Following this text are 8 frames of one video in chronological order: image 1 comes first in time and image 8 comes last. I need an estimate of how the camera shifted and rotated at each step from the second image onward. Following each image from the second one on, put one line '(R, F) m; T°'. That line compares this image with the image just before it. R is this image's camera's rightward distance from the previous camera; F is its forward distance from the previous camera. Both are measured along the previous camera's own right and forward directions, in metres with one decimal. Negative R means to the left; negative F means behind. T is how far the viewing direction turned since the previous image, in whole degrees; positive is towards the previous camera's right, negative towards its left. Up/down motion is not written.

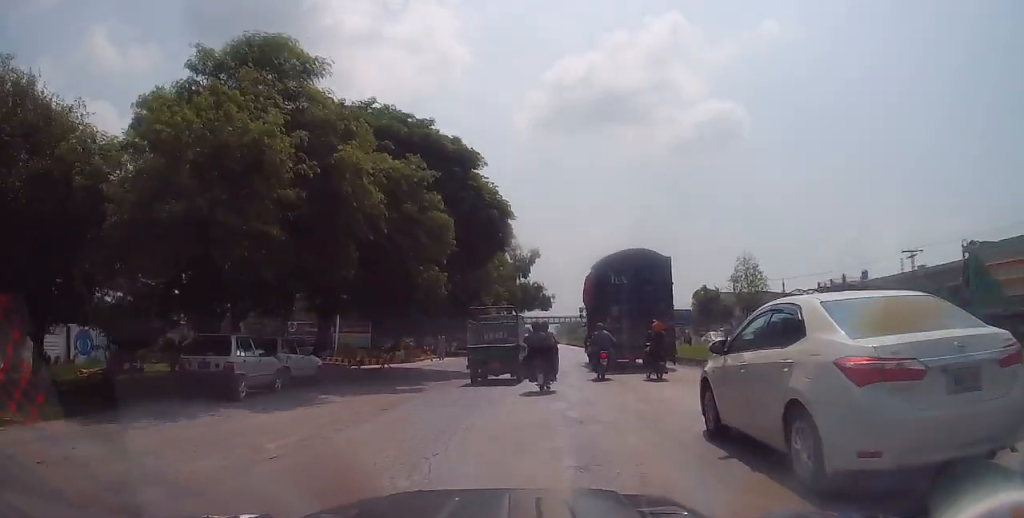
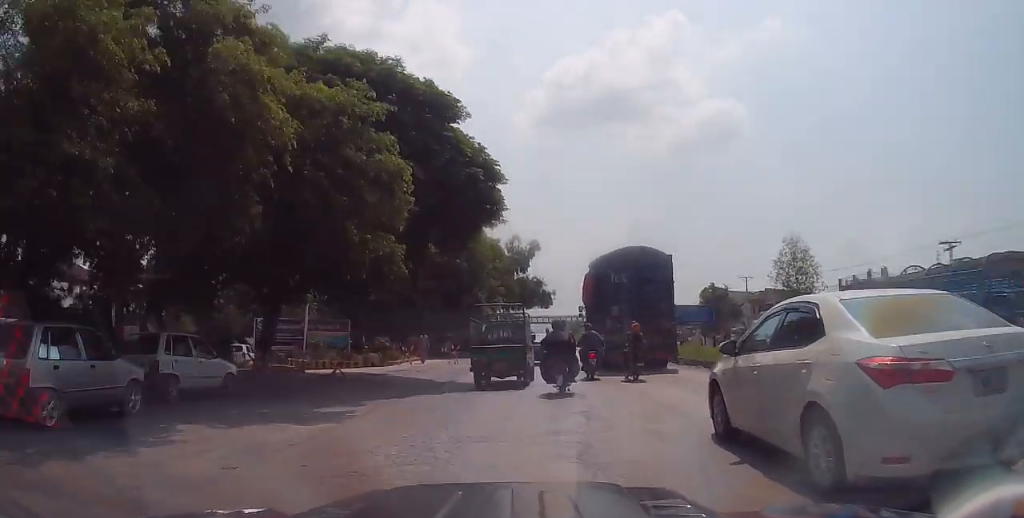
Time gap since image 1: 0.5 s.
(-0.3, +5.9) m; 0°
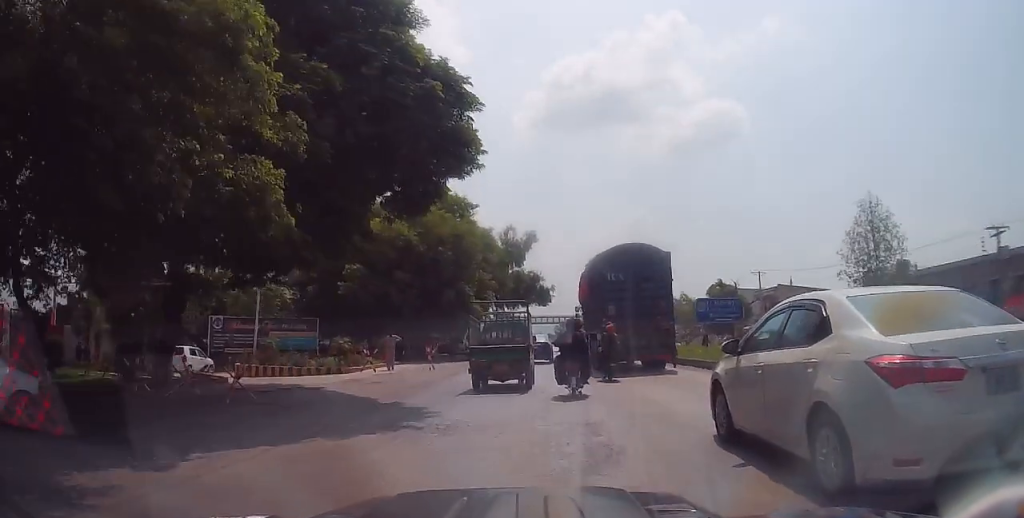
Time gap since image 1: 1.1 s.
(+0.2, +6.4) m; +1°
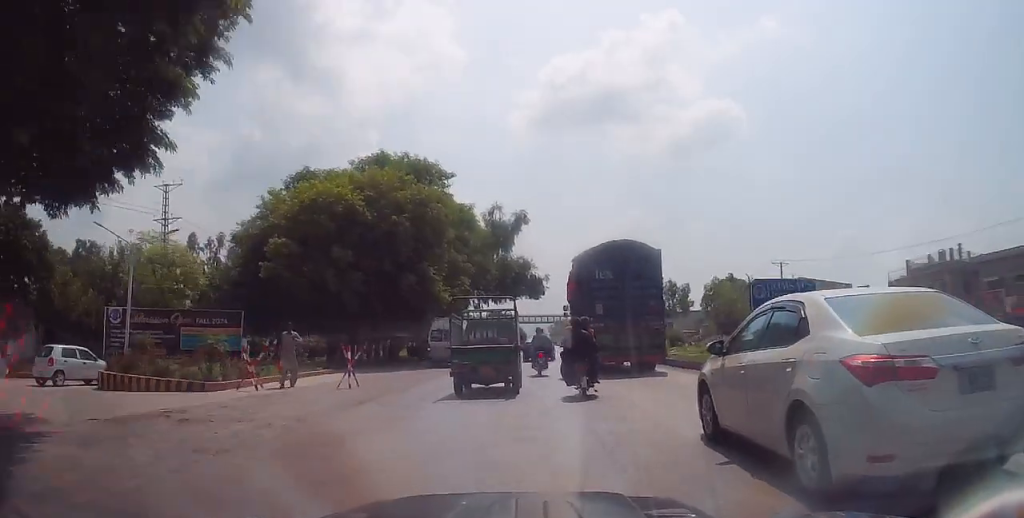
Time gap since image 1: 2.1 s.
(+0.2, +10.0) m; +1°
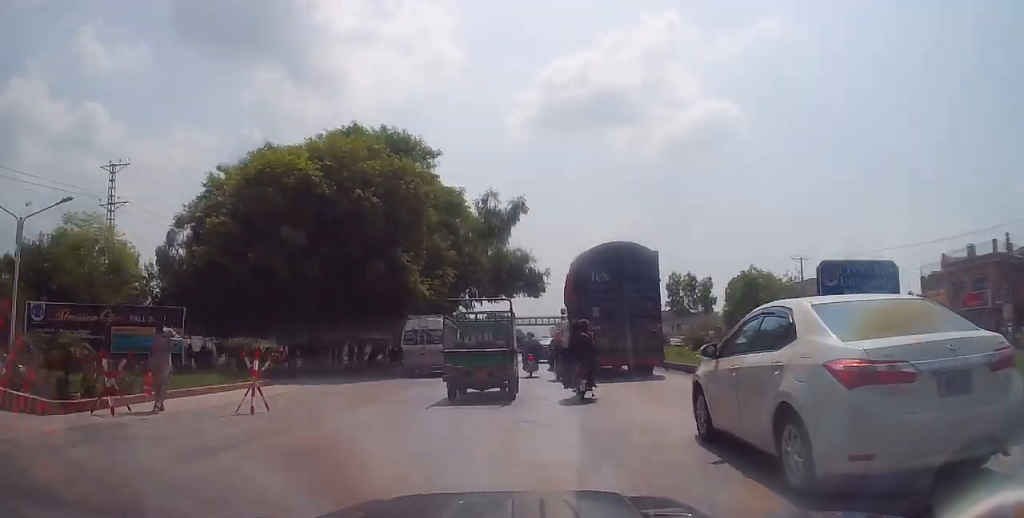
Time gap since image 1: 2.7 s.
(-0.1, +5.8) m; -1°
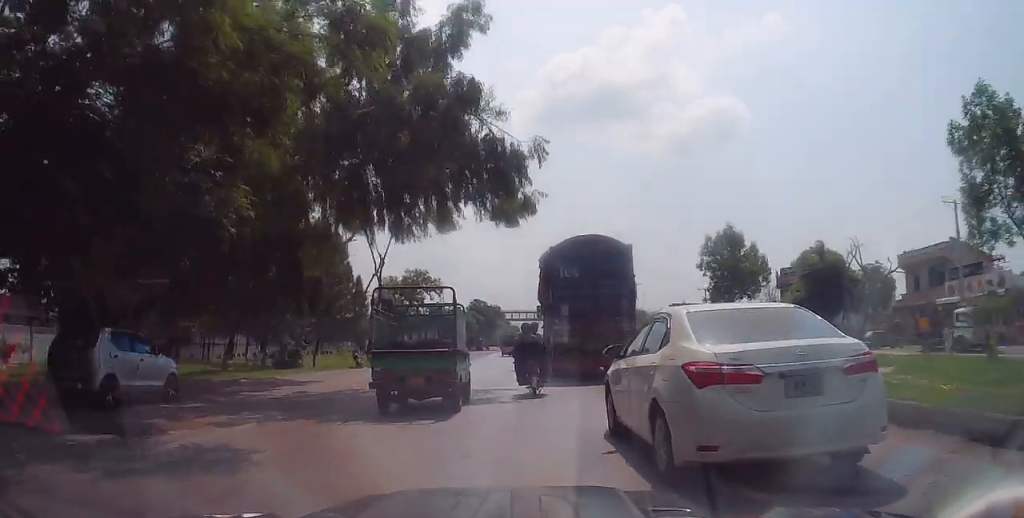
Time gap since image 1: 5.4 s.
(+0.1, +28.3) m; -2°
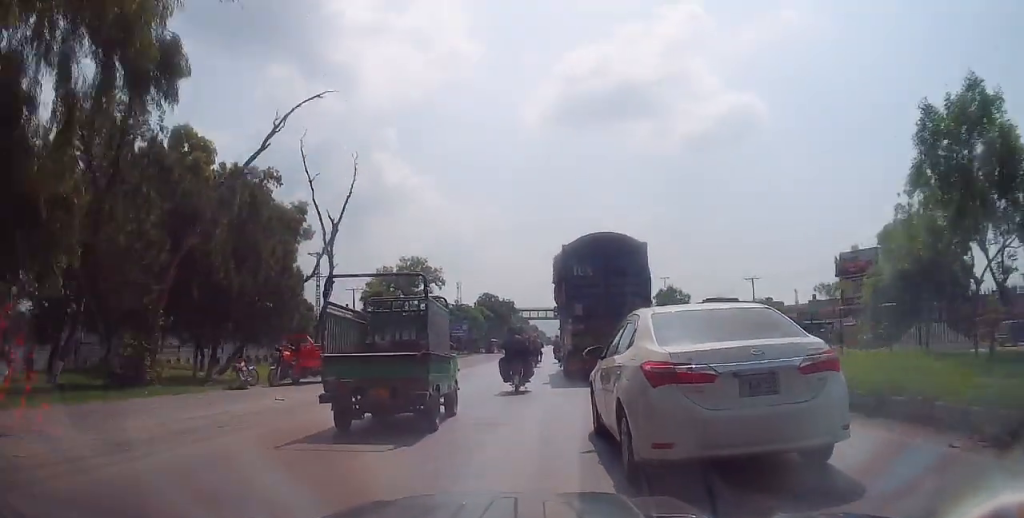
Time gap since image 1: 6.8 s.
(0.0, +14.5) m; +2°
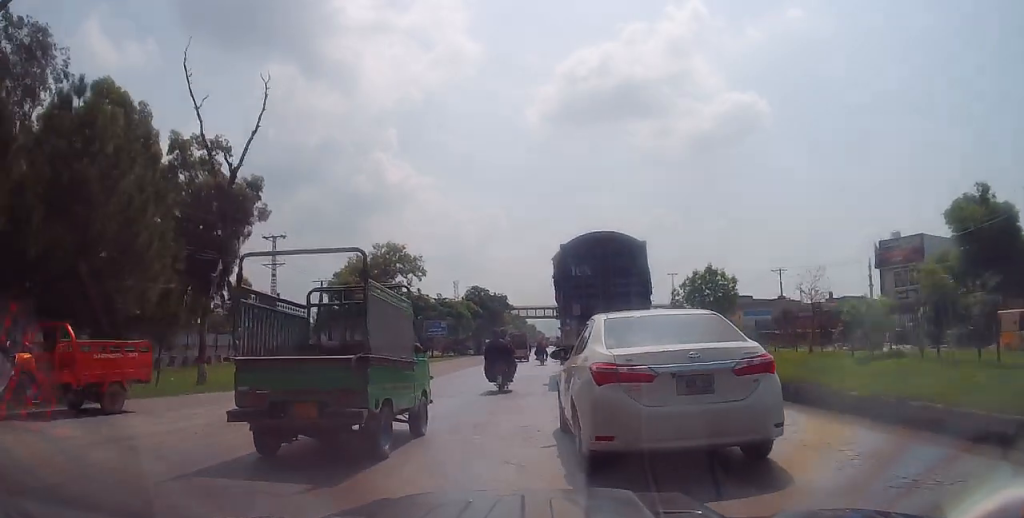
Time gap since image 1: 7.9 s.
(+0.3, +11.0) m; +1°
